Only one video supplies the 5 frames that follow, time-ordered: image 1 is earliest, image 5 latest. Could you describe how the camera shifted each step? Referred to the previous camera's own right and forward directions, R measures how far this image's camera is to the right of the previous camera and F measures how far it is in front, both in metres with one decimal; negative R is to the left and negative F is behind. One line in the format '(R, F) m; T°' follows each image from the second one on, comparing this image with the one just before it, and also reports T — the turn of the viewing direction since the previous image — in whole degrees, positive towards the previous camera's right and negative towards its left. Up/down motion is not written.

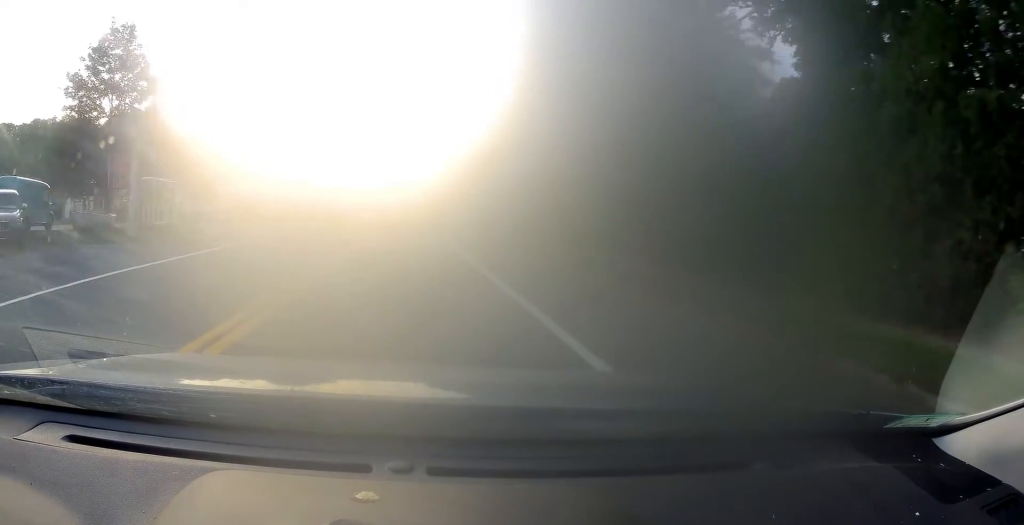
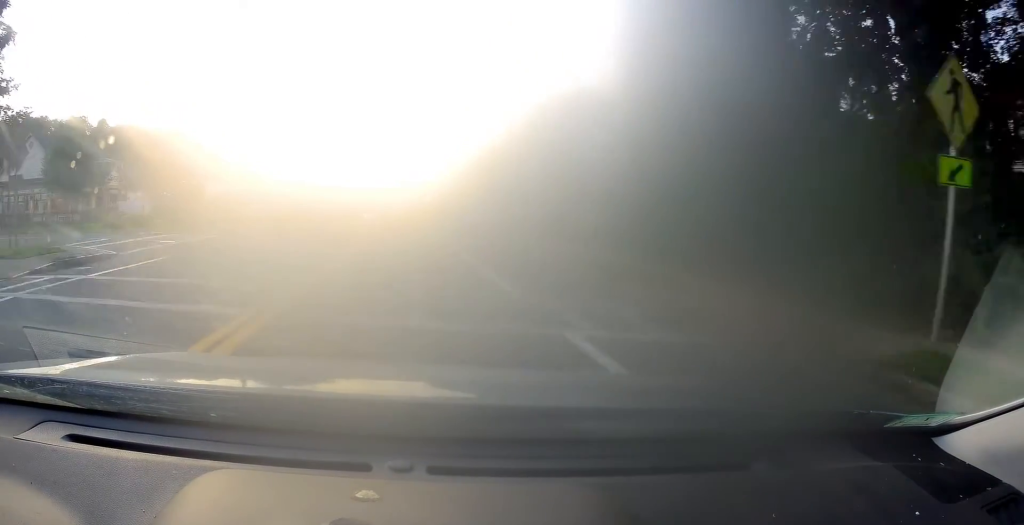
(+0.6, +15.3) m; -1°
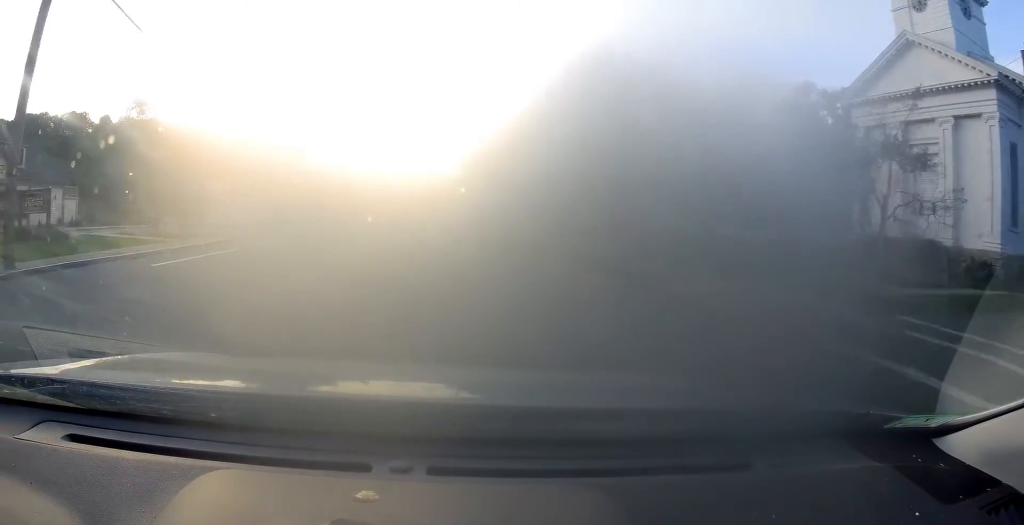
(-1.0, +20.8) m; -3°
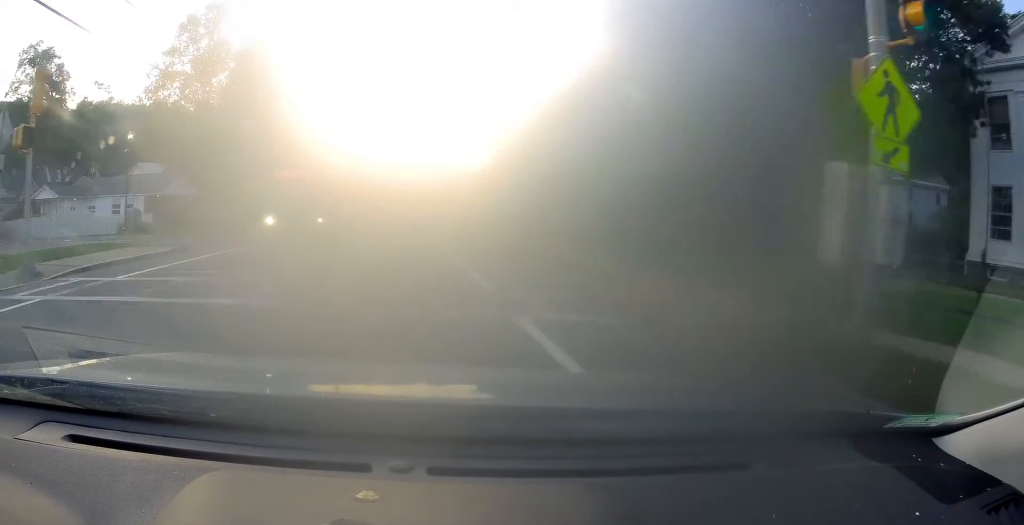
(0.0, +41.8) m; 0°
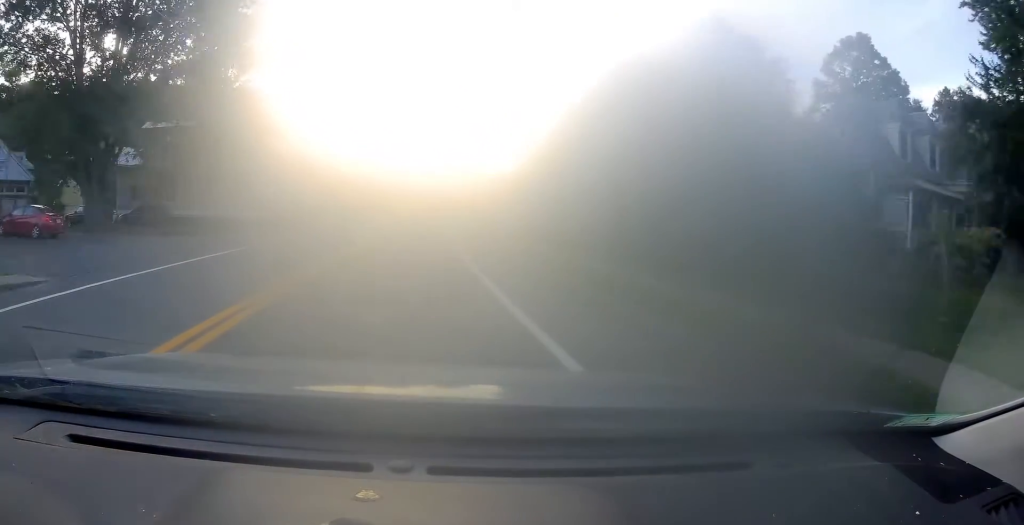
(-0.2, +28.0) m; 0°
